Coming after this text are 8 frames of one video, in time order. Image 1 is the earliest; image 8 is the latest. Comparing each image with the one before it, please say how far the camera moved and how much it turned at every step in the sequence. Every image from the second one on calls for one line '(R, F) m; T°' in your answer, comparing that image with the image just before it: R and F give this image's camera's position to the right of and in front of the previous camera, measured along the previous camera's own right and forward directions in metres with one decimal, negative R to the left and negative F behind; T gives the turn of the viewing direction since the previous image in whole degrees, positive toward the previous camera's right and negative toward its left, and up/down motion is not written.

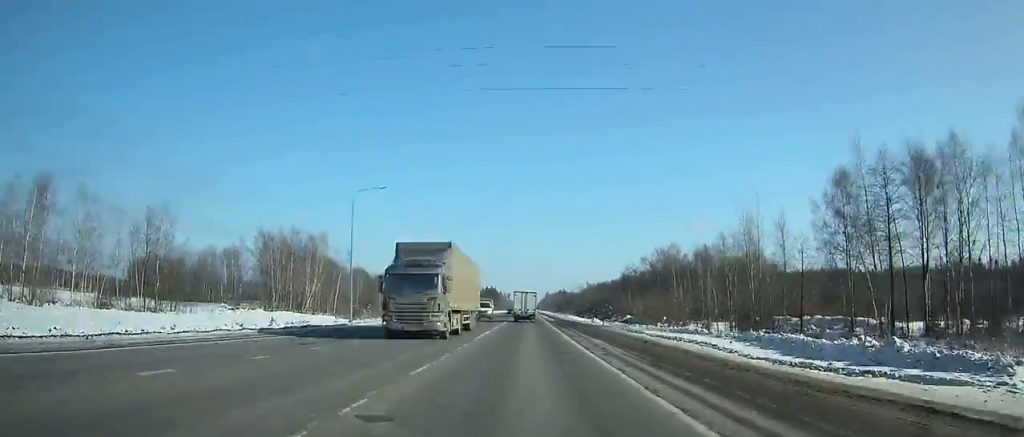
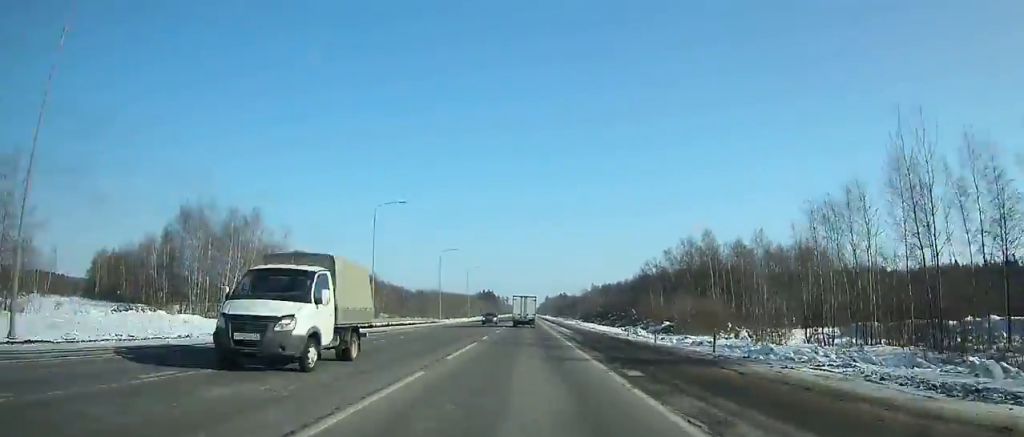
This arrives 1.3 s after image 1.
(+0.1, +30.8) m; 0°
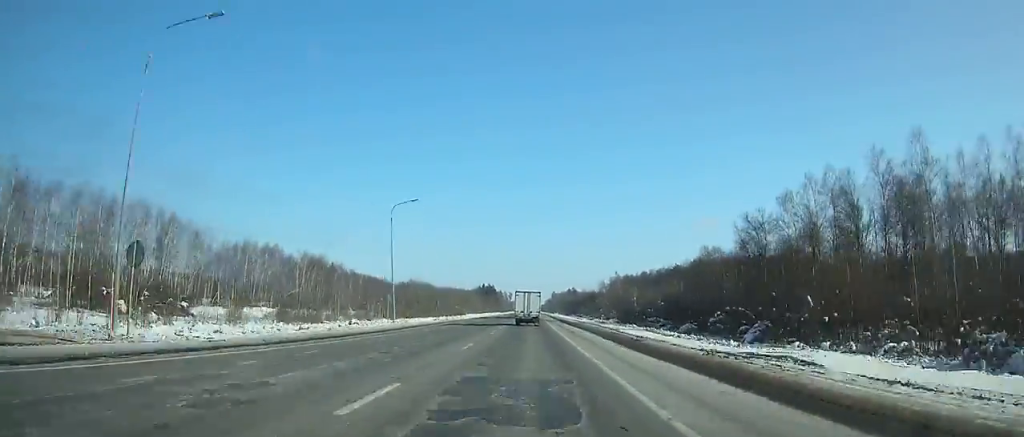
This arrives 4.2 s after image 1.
(+0.1, +69.2) m; 0°
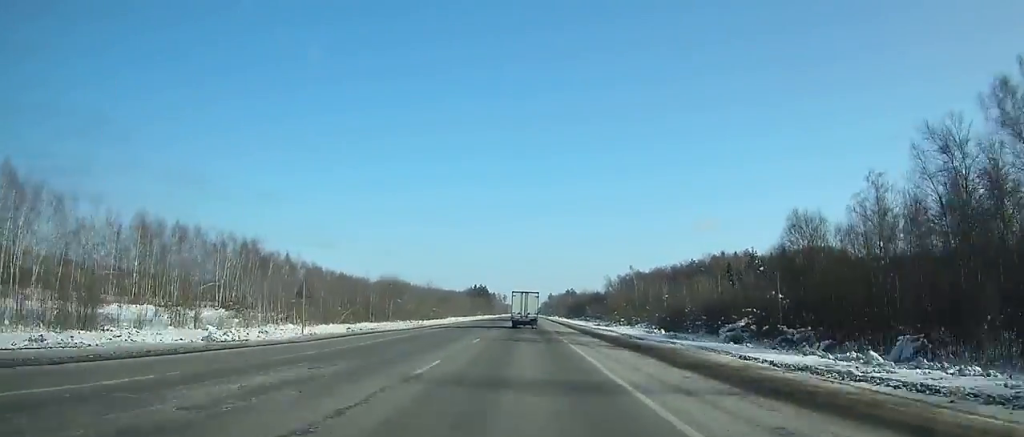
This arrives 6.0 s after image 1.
(-0.1, +43.2) m; 0°
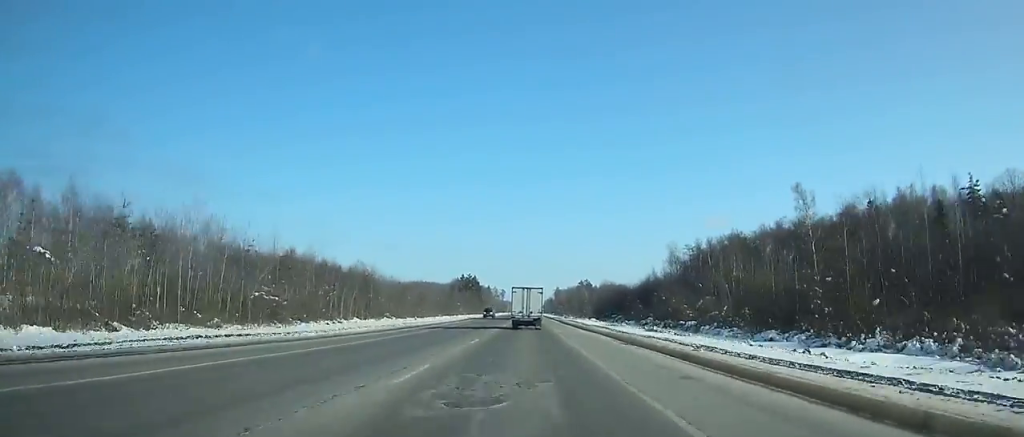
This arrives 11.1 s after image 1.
(-0.1, +121.9) m; 0°
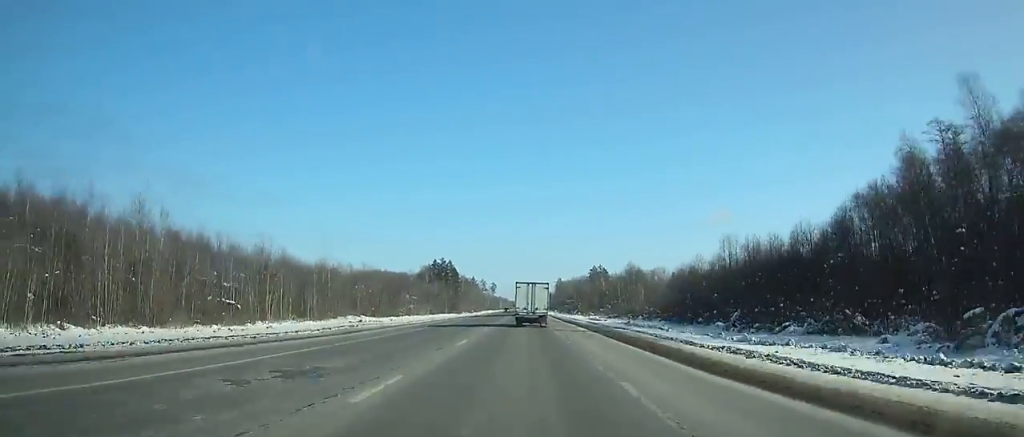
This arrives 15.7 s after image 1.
(+0.5, +108.8) m; 0°
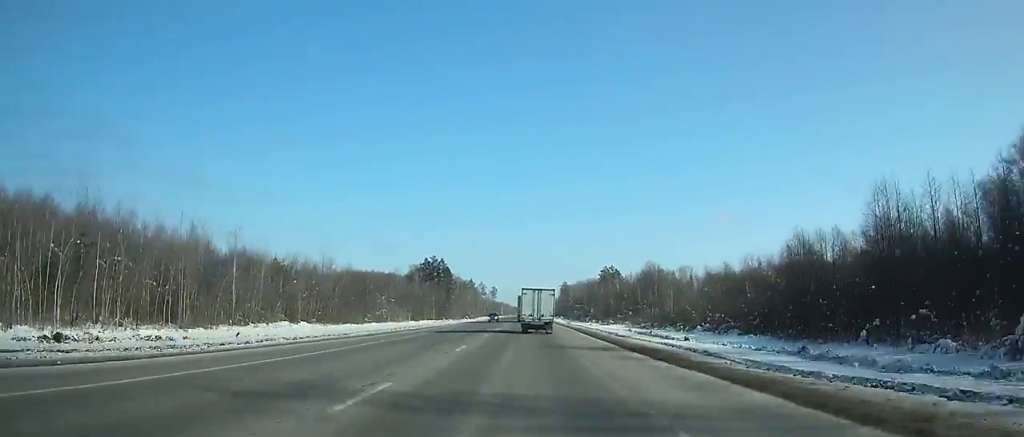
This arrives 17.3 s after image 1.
(0.0, +37.5) m; 0°
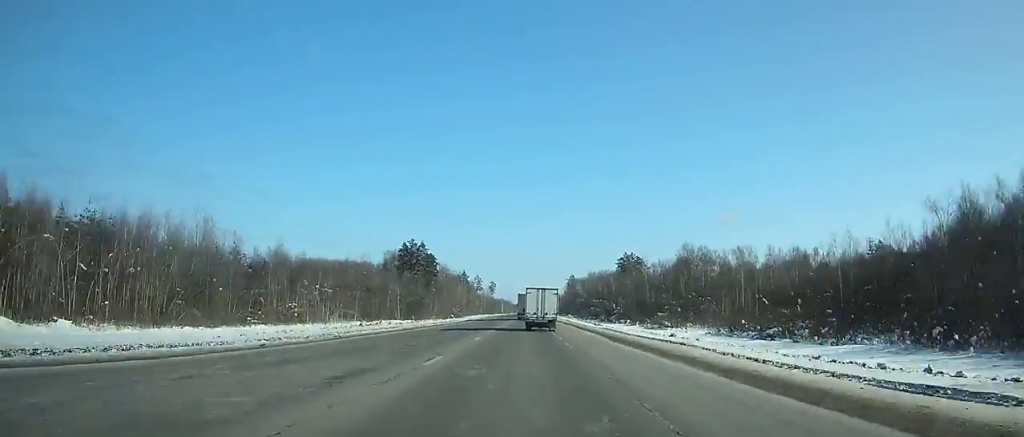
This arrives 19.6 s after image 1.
(-0.1, +53.8) m; 0°
